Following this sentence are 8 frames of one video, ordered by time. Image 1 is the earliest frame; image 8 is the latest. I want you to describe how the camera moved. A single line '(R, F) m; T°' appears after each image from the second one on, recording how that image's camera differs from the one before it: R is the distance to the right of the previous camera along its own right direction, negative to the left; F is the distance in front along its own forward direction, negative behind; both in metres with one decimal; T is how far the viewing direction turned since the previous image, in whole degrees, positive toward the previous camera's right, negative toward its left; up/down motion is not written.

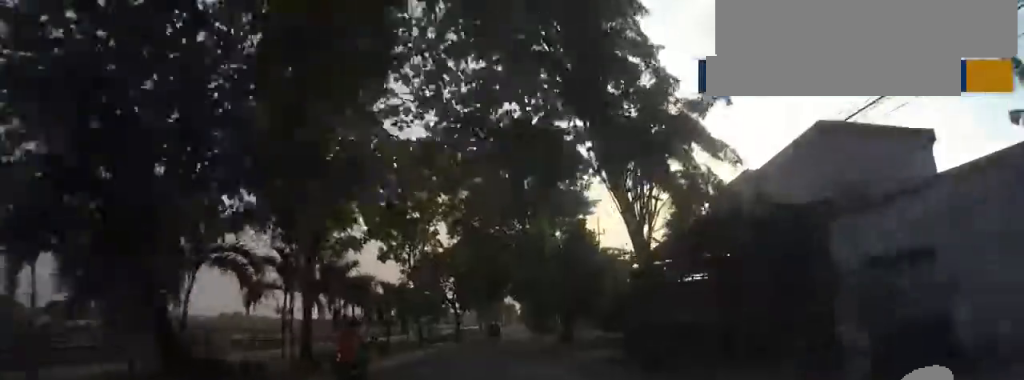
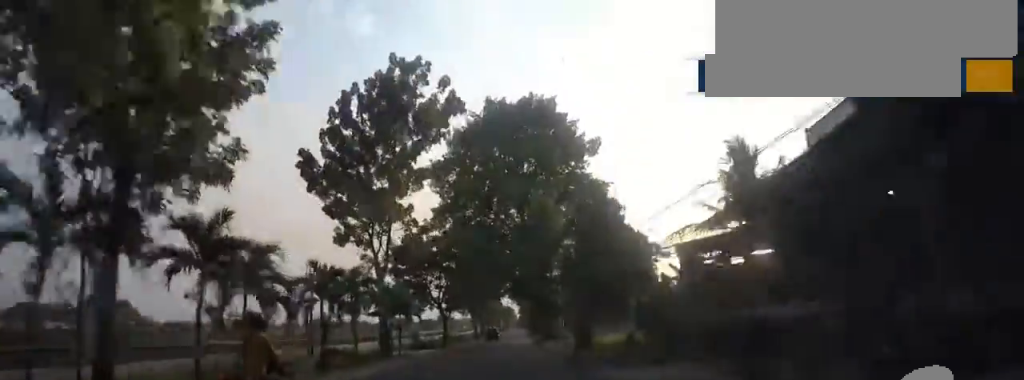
(0.0, +8.4) m; -2°
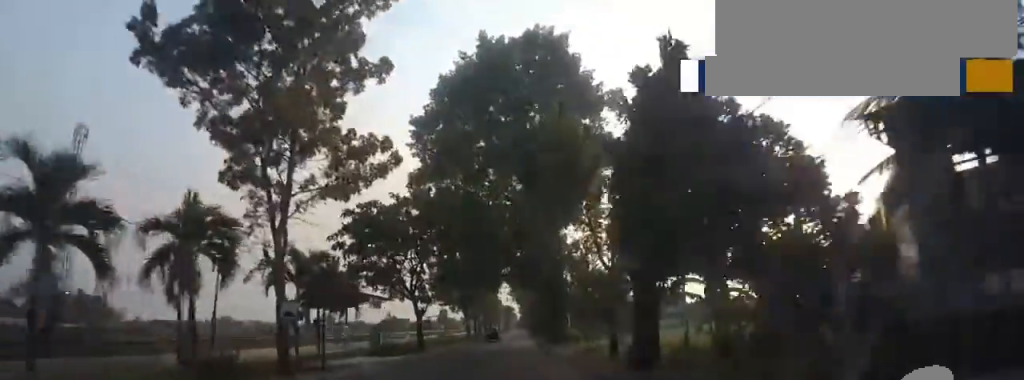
(-0.4, +11.5) m; -1°
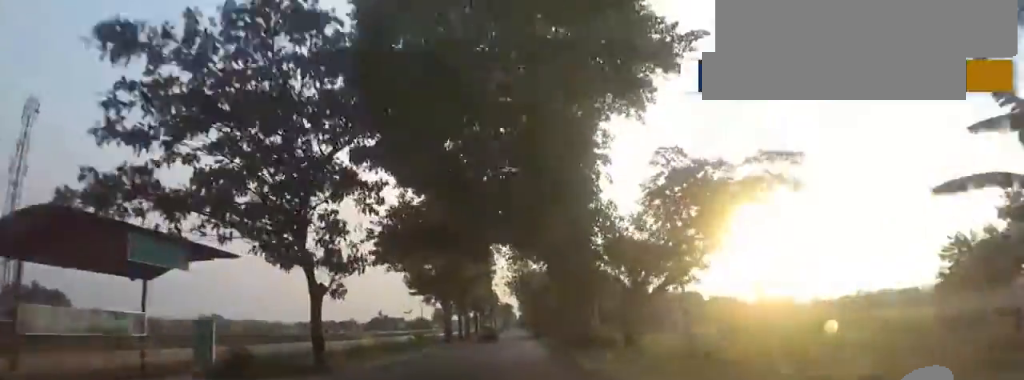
(-0.2, +16.6) m; 0°
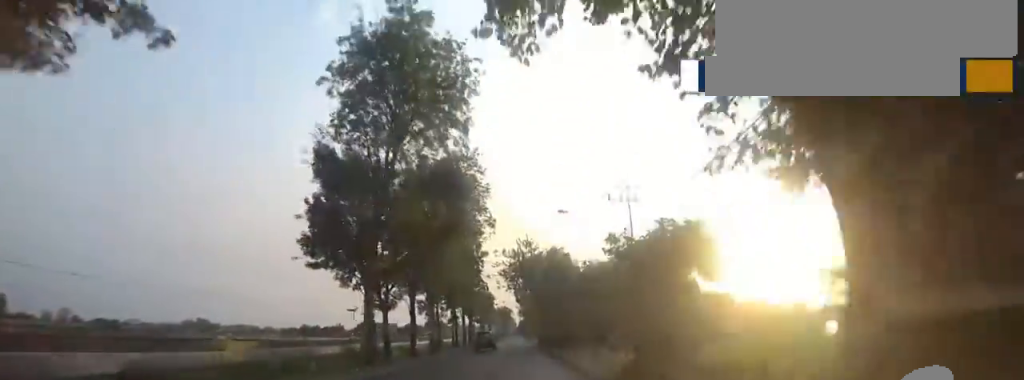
(+0.6, +22.5) m; +2°
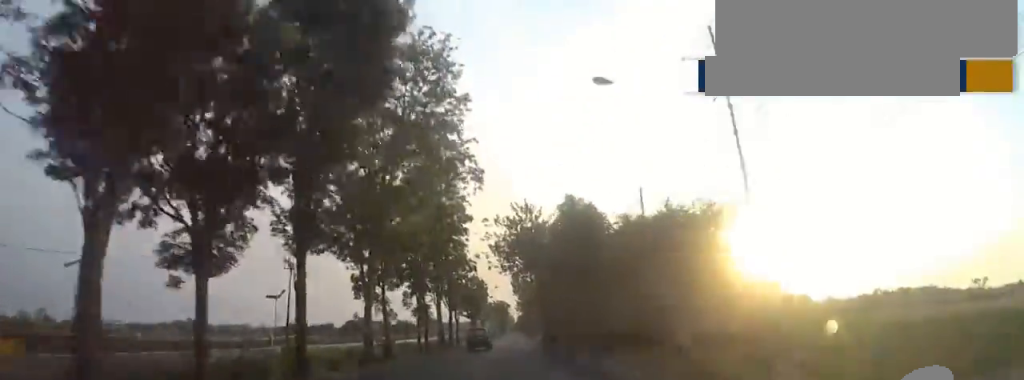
(+0.5, +14.7) m; 0°
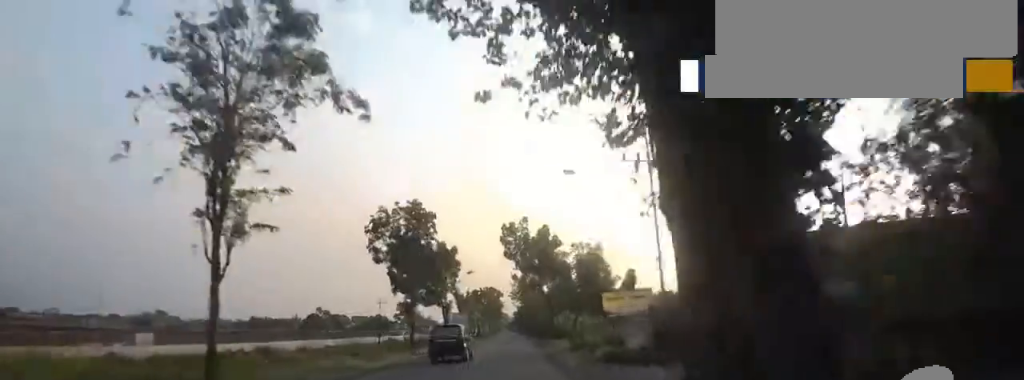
(-0.8, +38.7) m; +1°
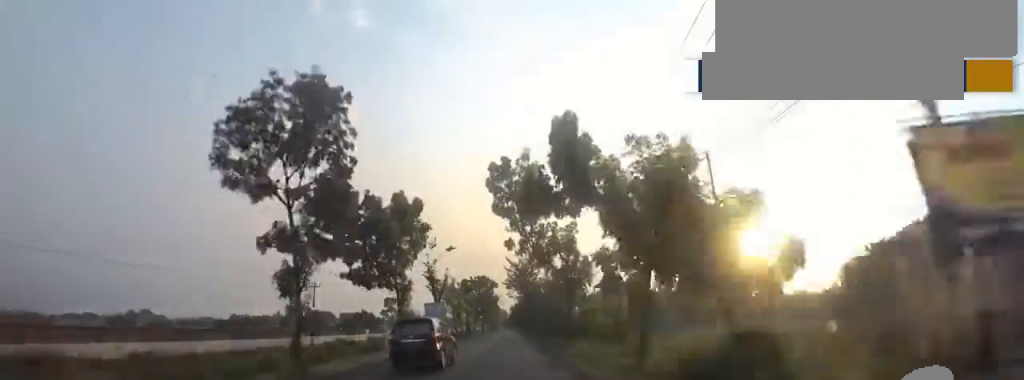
(+0.3, +15.5) m; 0°
